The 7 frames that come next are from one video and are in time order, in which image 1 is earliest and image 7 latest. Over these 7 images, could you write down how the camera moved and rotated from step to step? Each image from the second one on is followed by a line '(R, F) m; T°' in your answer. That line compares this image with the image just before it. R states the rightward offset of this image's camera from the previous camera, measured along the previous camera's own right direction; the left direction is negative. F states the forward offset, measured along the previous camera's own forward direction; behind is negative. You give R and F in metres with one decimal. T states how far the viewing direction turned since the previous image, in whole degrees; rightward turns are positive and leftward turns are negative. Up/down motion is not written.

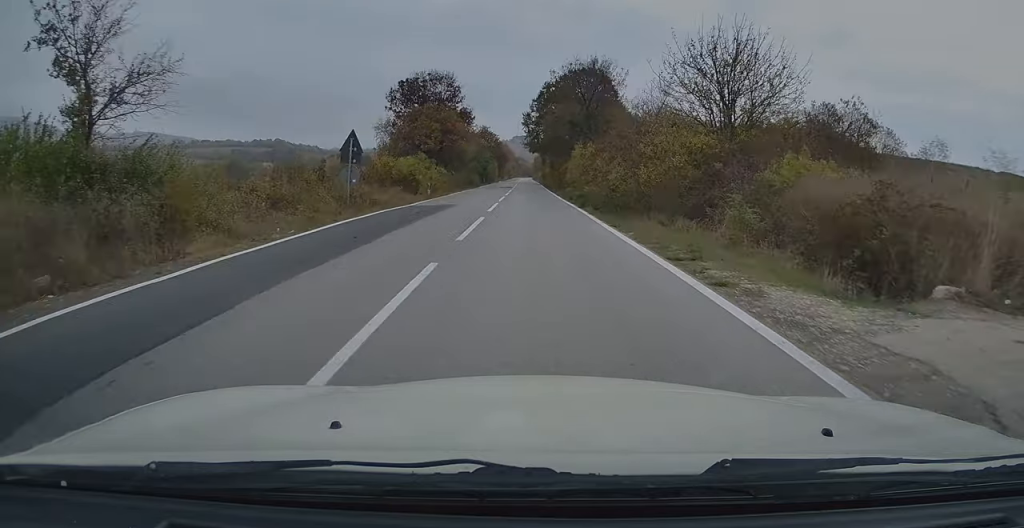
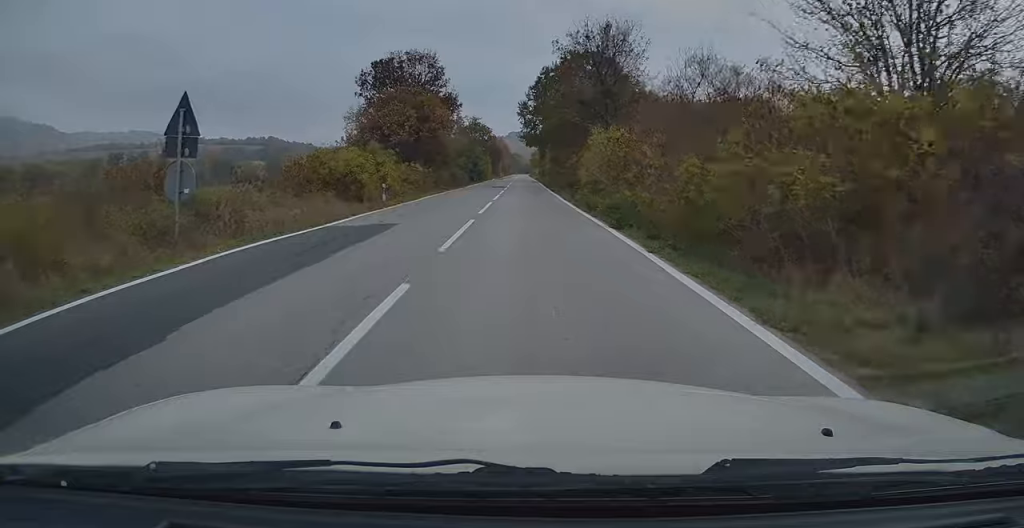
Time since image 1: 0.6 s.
(+0.1, +10.8) m; +1°
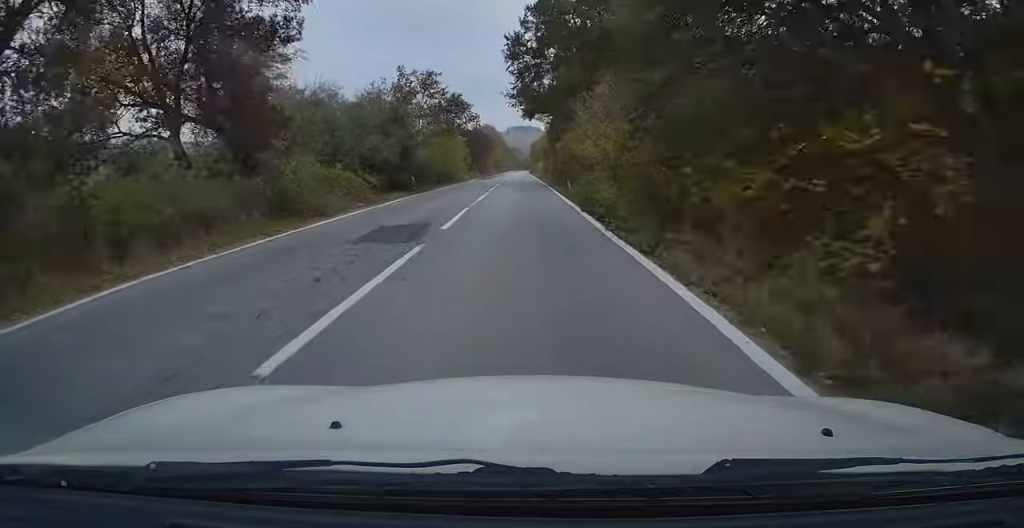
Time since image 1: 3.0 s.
(+0.3, +40.6) m; 0°
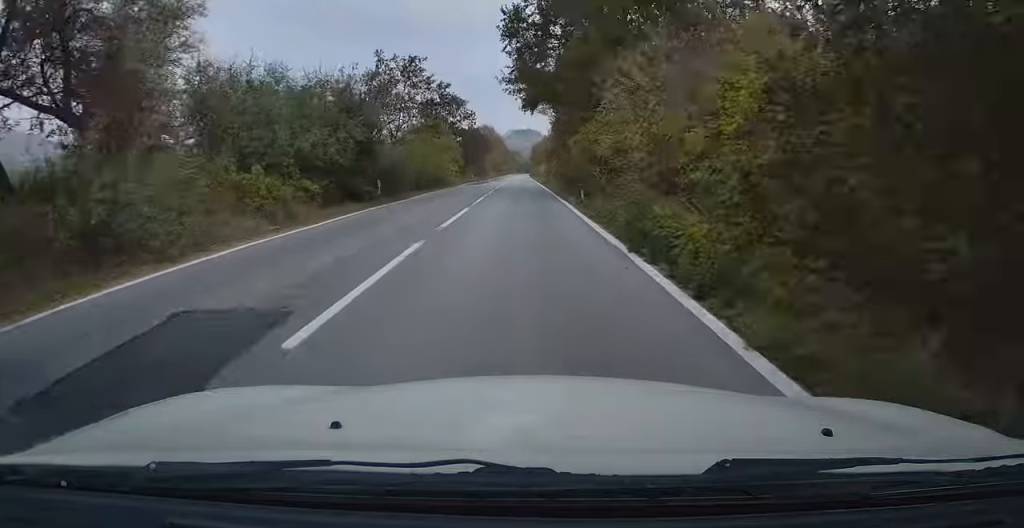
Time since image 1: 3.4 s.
(0.0, +8.2) m; 0°
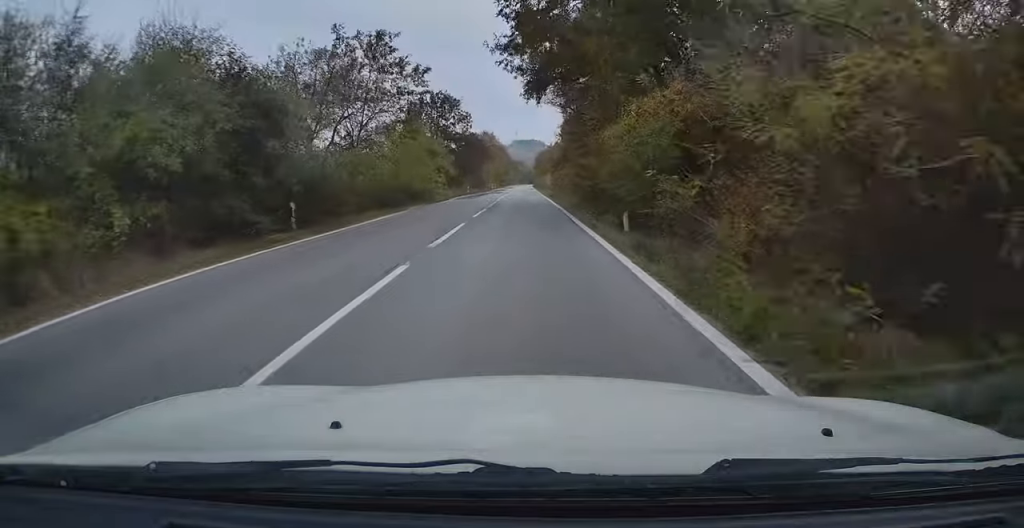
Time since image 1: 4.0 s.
(0.0, +10.6) m; 0°
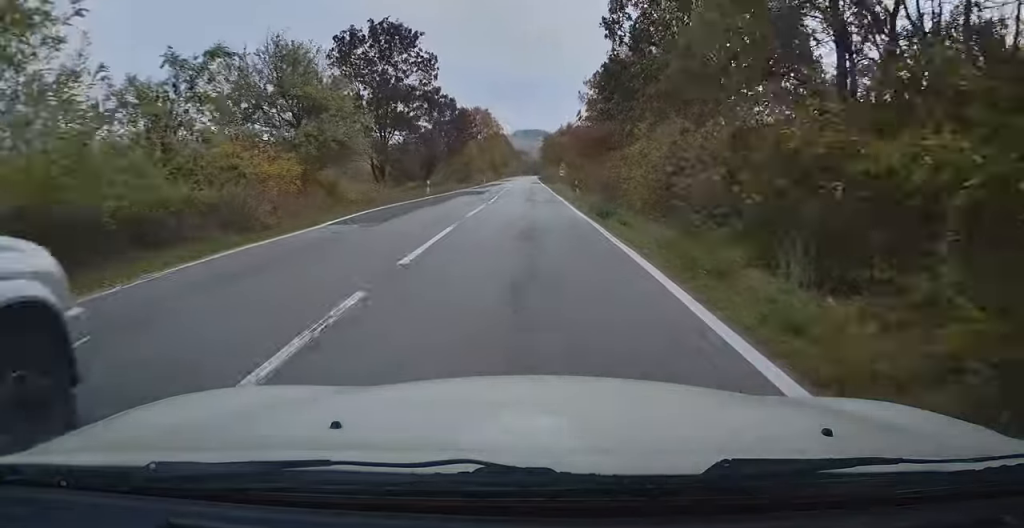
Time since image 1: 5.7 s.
(-0.2, +29.4) m; 0°
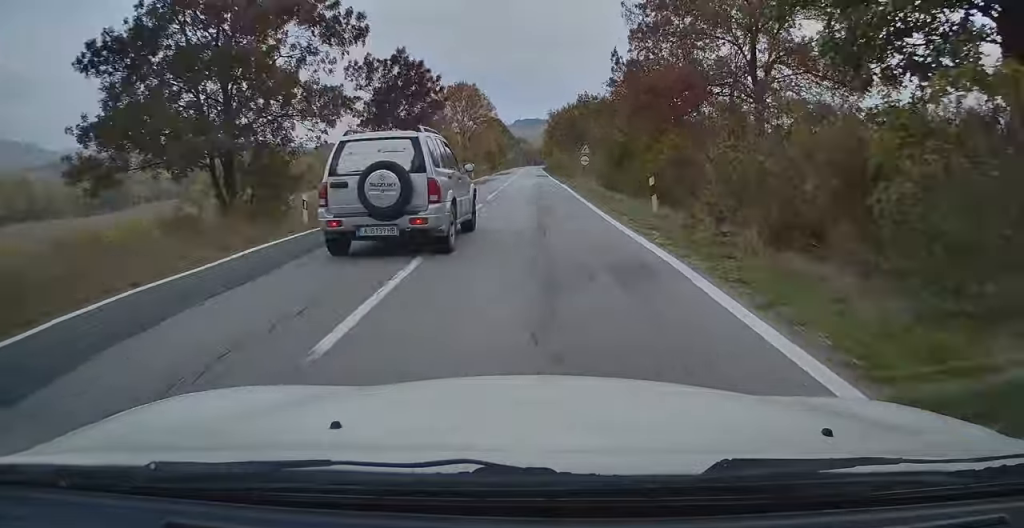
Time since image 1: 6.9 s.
(+0.2, +21.9) m; +1°
